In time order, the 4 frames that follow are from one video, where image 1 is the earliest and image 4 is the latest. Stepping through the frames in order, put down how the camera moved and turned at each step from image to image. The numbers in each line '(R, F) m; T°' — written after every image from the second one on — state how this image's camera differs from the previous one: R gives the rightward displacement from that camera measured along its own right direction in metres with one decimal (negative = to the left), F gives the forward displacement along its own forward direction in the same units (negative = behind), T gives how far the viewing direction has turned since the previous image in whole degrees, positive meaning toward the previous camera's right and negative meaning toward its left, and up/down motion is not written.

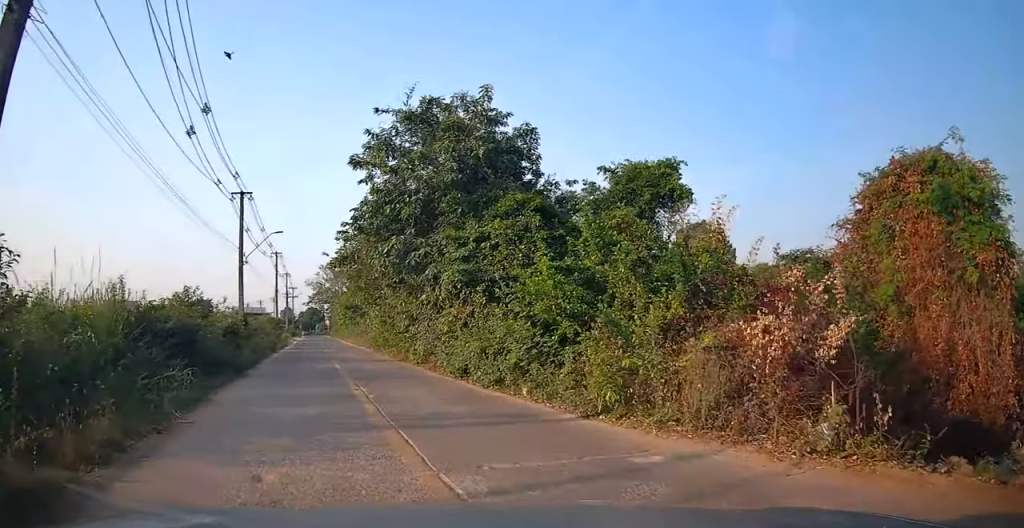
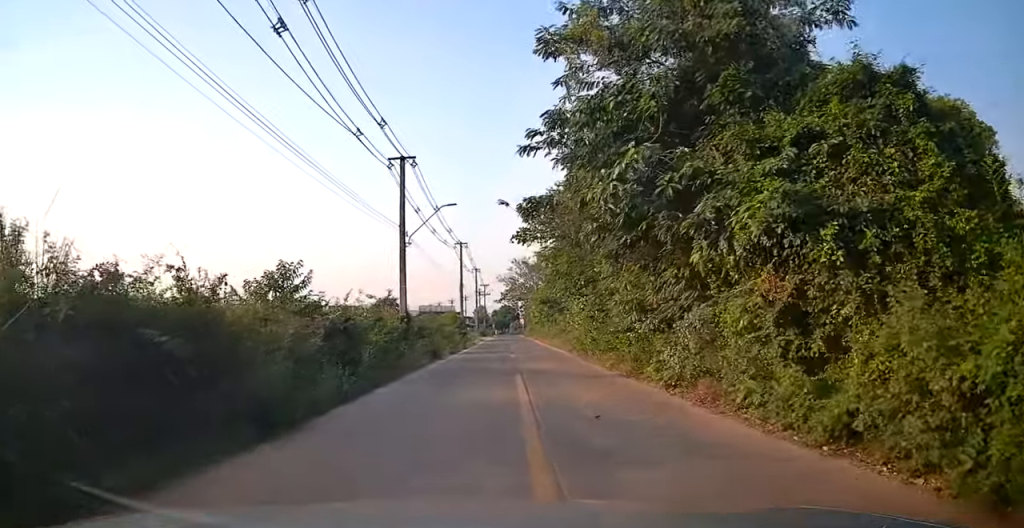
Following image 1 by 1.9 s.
(-2.3, +8.6) m; -18°
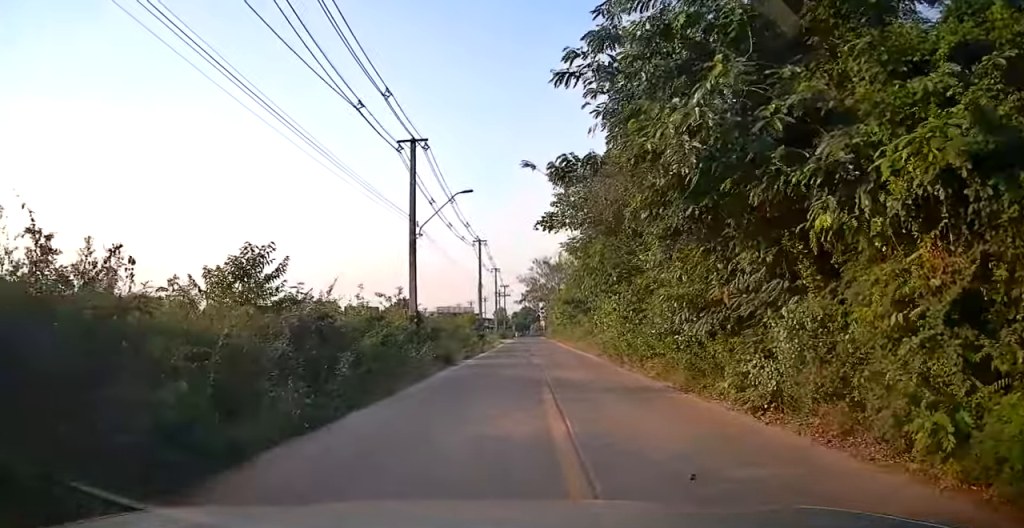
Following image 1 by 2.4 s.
(+0.1, +3.2) m; +2°
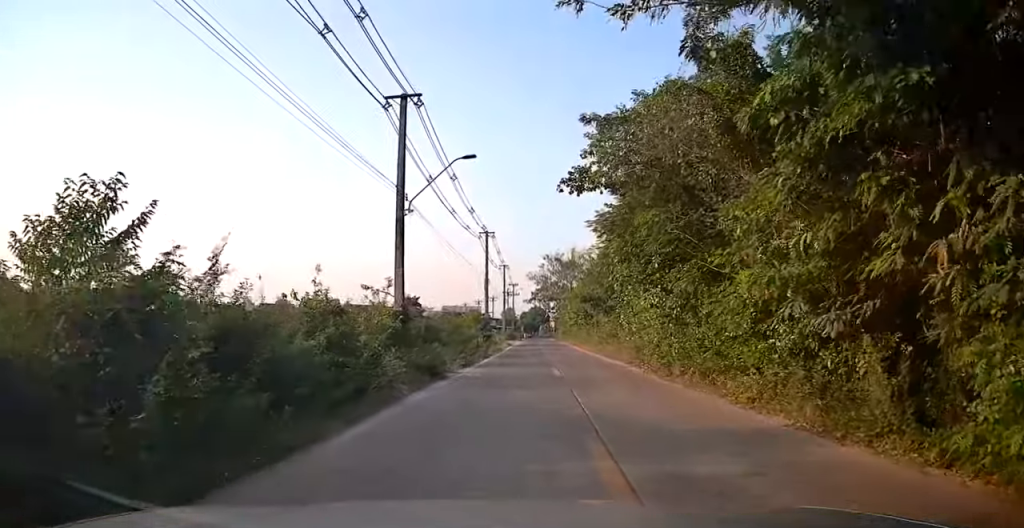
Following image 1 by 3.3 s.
(+0.4, +5.4) m; +2°
